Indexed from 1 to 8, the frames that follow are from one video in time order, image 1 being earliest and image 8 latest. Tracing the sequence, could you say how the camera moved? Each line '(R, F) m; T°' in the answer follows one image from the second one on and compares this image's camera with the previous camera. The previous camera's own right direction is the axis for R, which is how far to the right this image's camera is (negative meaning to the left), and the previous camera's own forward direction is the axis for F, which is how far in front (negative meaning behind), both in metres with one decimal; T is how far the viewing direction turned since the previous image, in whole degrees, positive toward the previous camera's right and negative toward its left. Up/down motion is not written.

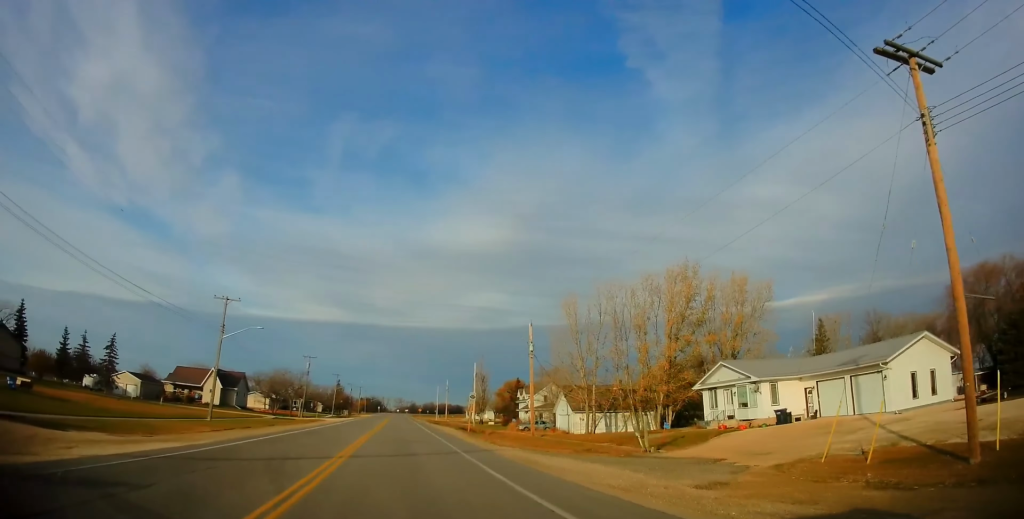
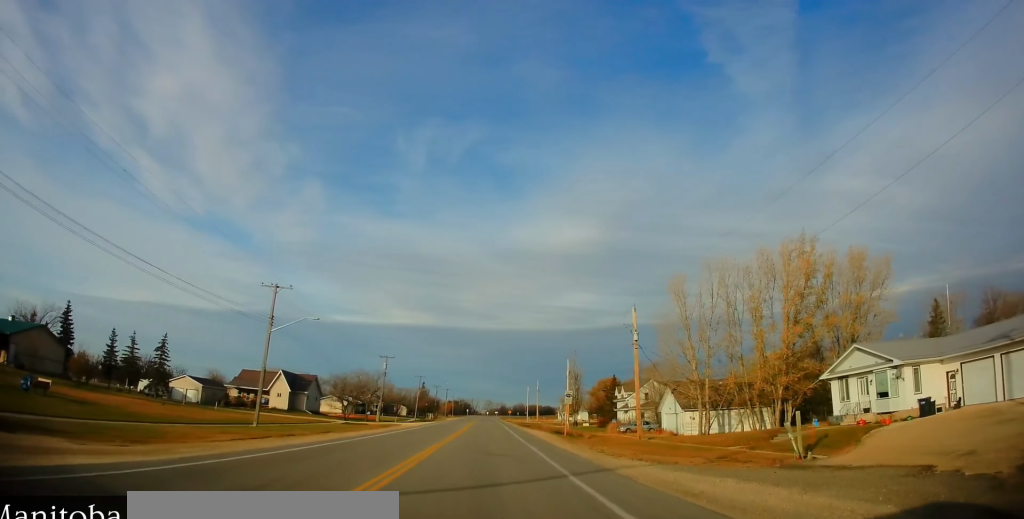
(-0.7, +6.3) m; -11°
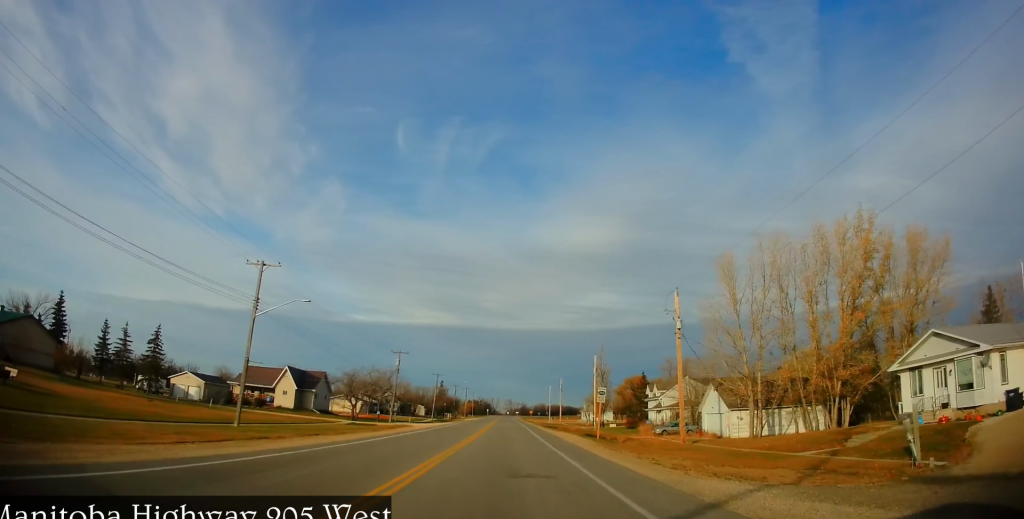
(-0.4, +5.8) m; -3°
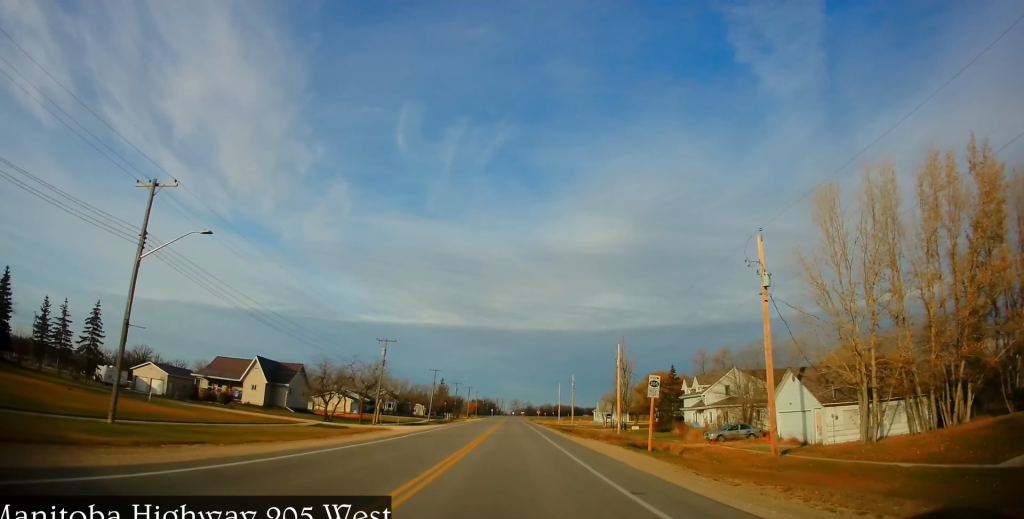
(-0.3, +12.2) m; -1°
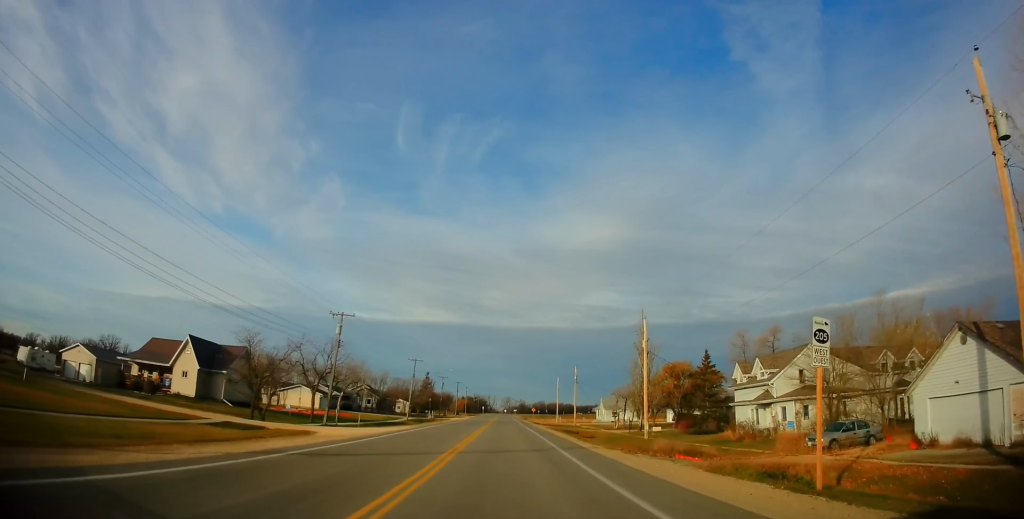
(0.0, +15.0) m; 0°
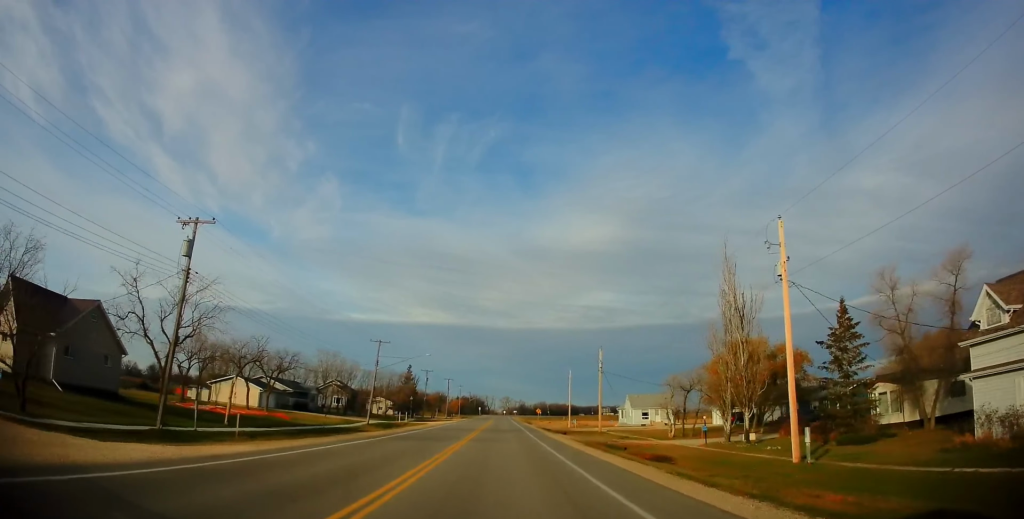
(+0.5, +25.5) m; +2°
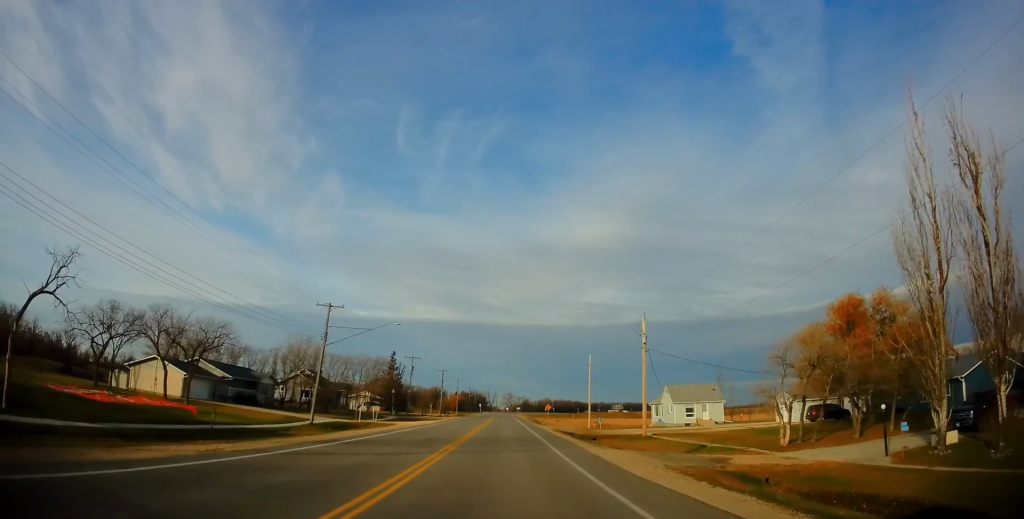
(-0.1, +20.4) m; -1°
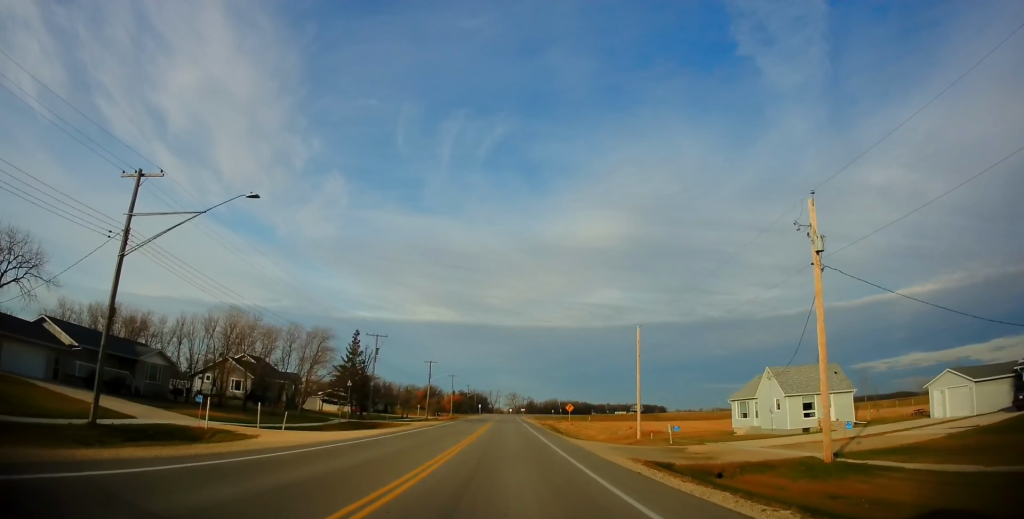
(-0.3, +27.4) m; -1°
